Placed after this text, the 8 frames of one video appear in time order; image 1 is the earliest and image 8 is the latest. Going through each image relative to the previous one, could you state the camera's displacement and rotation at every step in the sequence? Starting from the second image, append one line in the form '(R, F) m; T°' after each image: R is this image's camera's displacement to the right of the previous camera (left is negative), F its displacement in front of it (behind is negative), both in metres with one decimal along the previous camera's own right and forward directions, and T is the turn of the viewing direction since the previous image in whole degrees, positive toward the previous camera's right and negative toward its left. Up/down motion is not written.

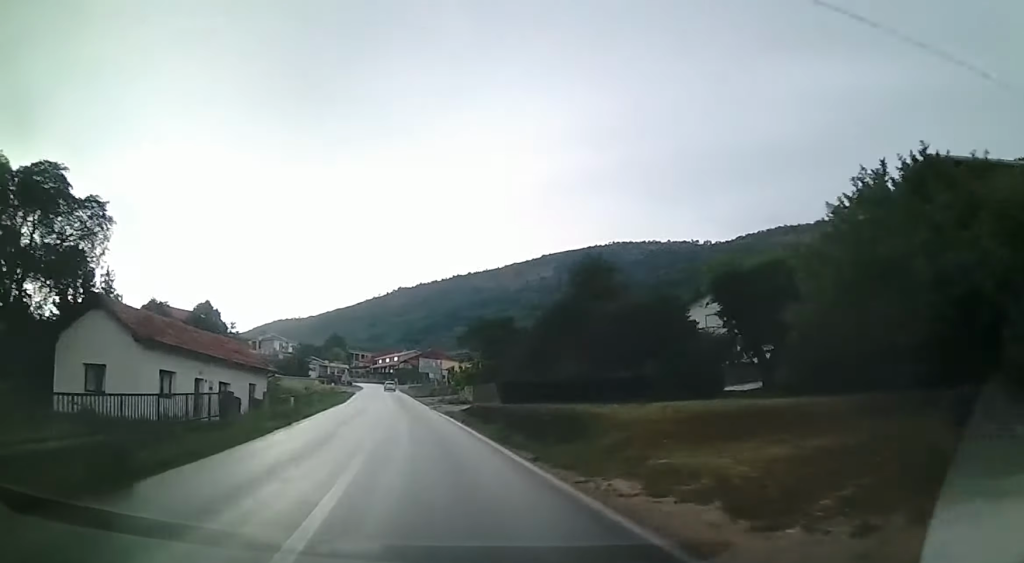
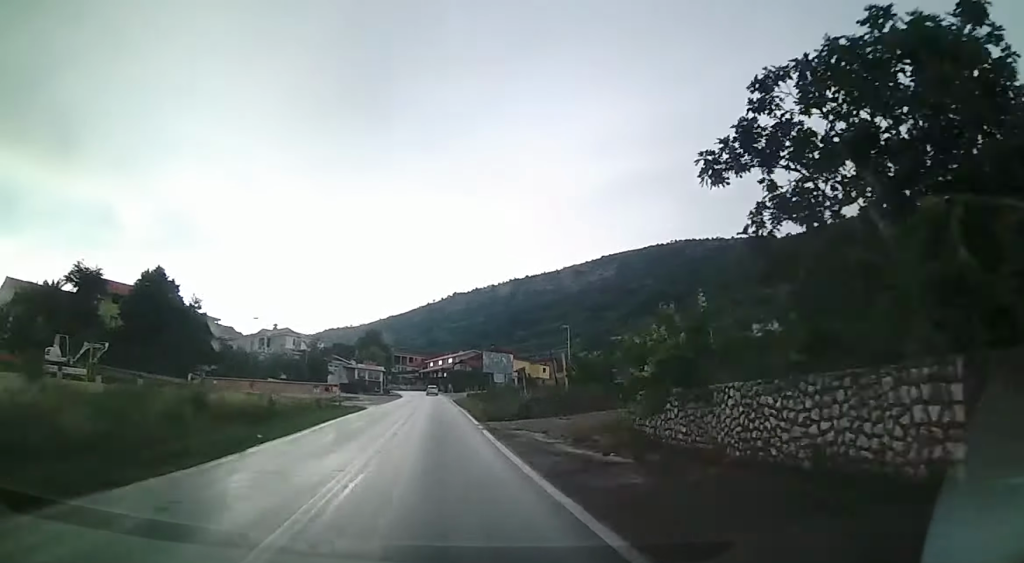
(+2.9, +37.3) m; +4°
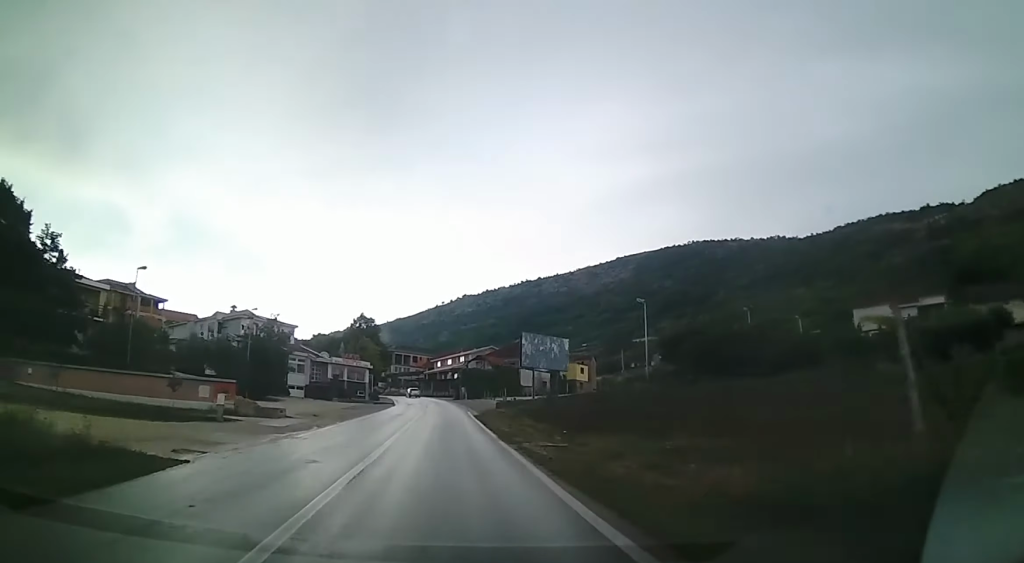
(+0.5, +29.0) m; +3°
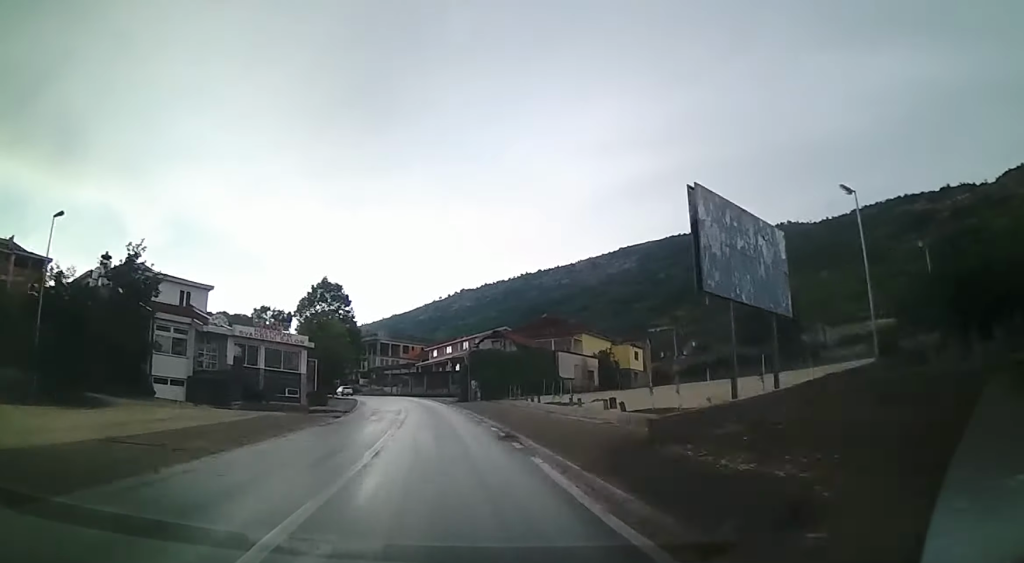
(-0.7, +30.9) m; +3°
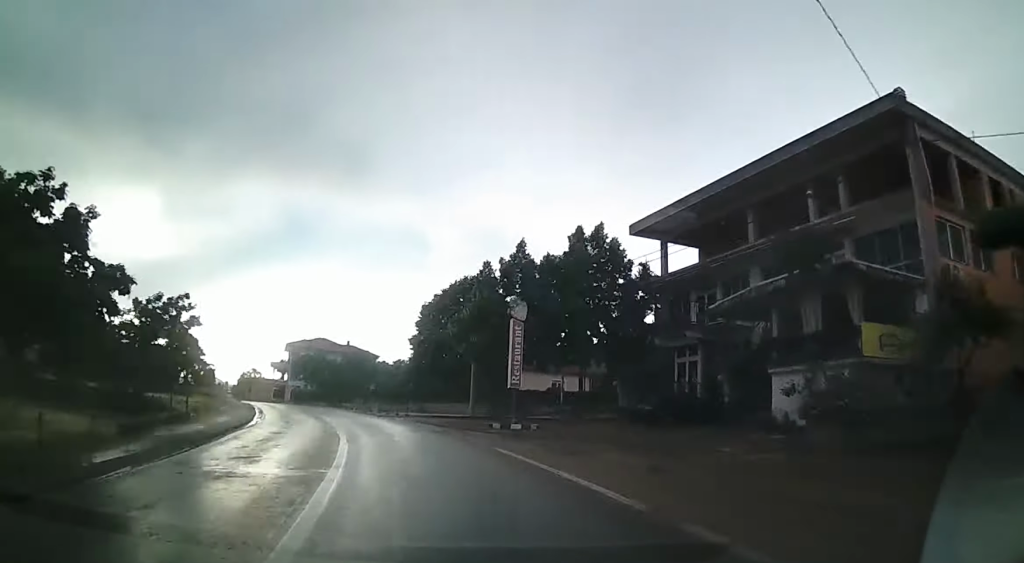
(+19.9, +103.0) m; +28°
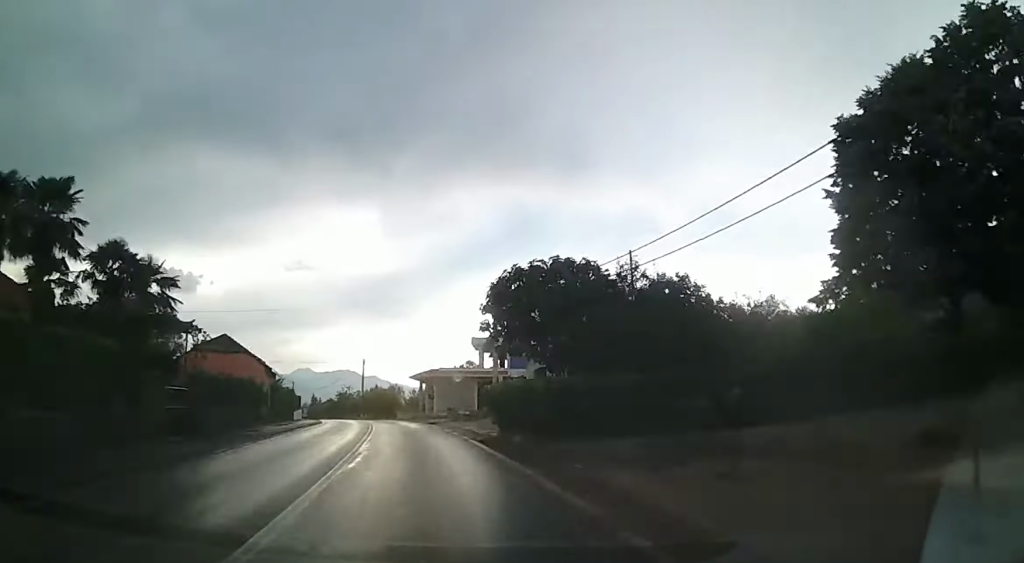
(+8.9, +48.7) m; +21°
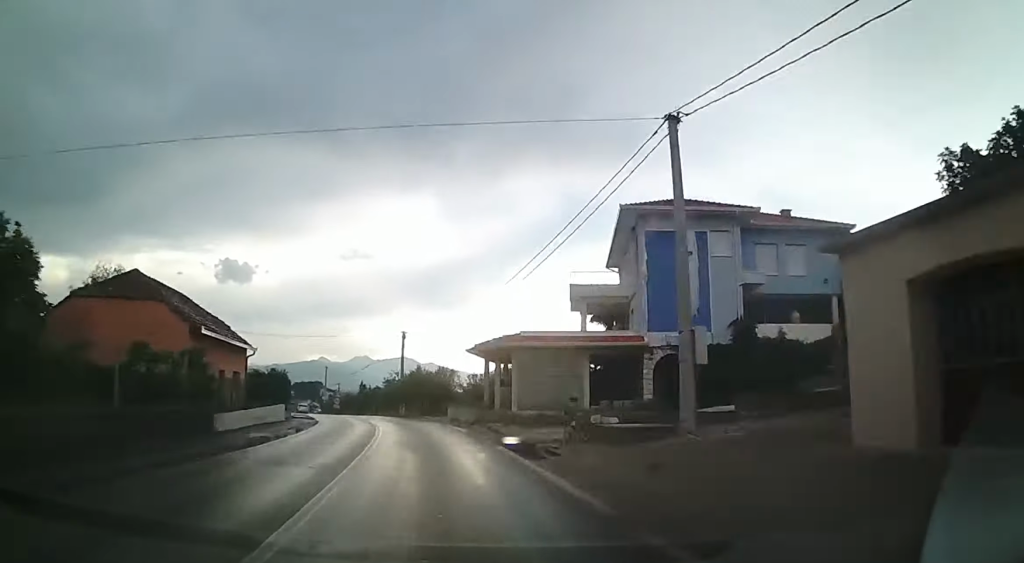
(+1.8, +21.2) m; +8°
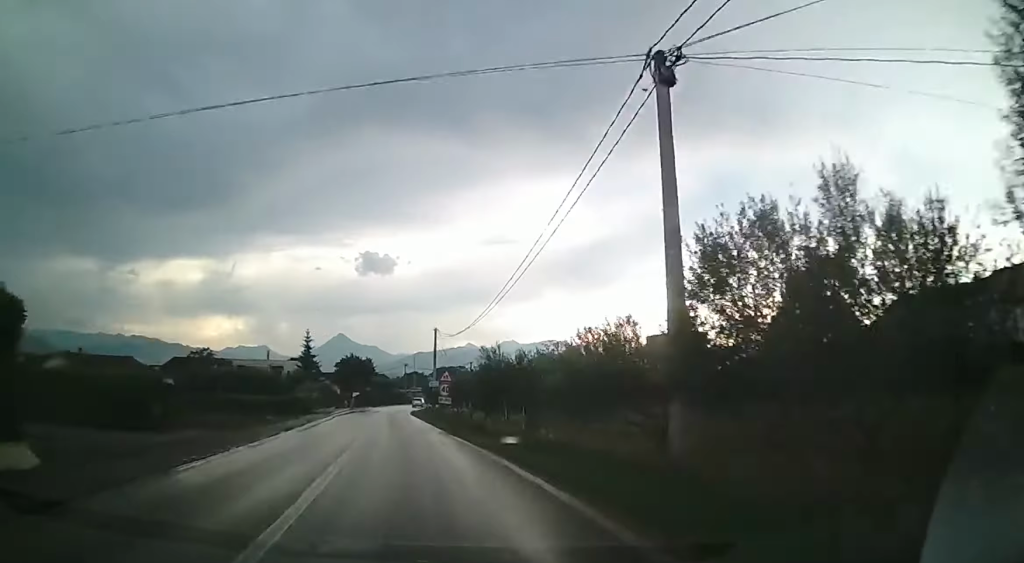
(+6.7, +43.5) m; +13°
